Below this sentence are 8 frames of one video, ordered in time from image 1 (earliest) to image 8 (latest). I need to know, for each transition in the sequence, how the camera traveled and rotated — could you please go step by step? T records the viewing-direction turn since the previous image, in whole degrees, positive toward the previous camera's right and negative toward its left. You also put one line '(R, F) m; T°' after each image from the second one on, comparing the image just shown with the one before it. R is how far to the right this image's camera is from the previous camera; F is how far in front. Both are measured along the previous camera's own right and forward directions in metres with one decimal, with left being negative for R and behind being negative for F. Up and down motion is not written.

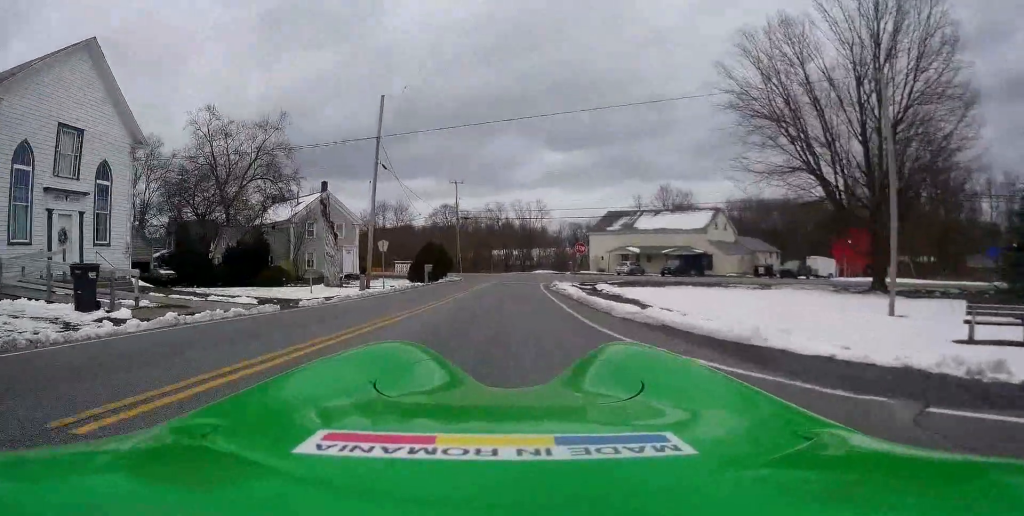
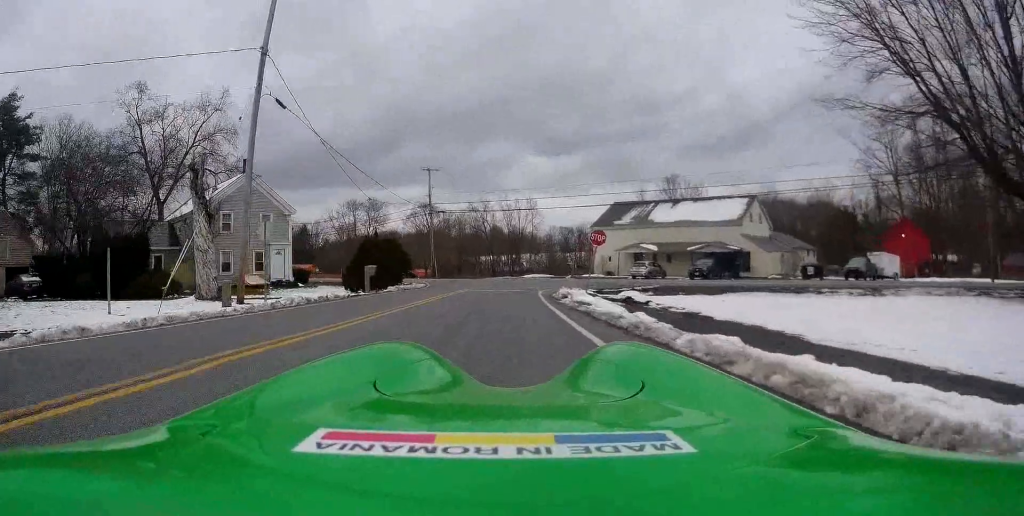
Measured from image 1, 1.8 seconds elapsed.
(-0.1, +13.8) m; 0°
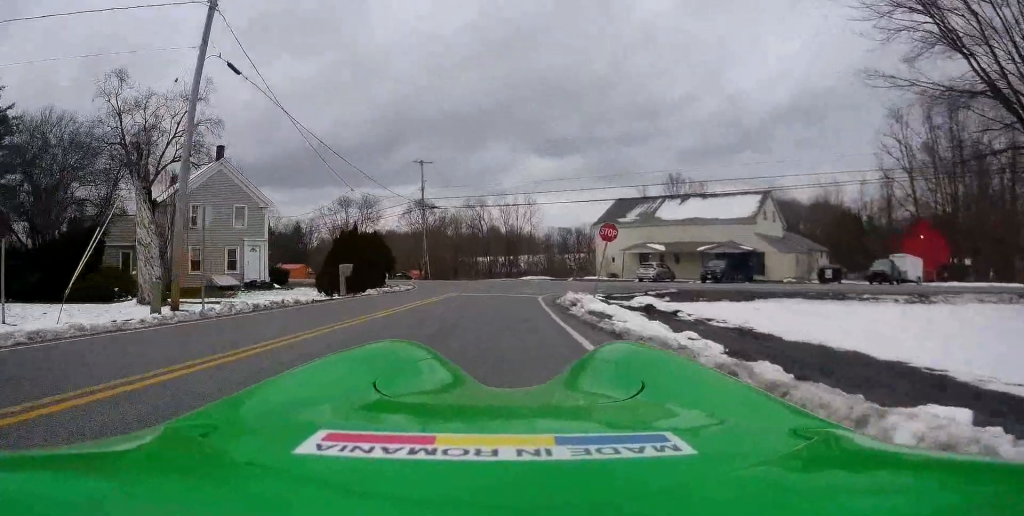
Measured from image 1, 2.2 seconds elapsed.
(+0.3, +3.6) m; 0°
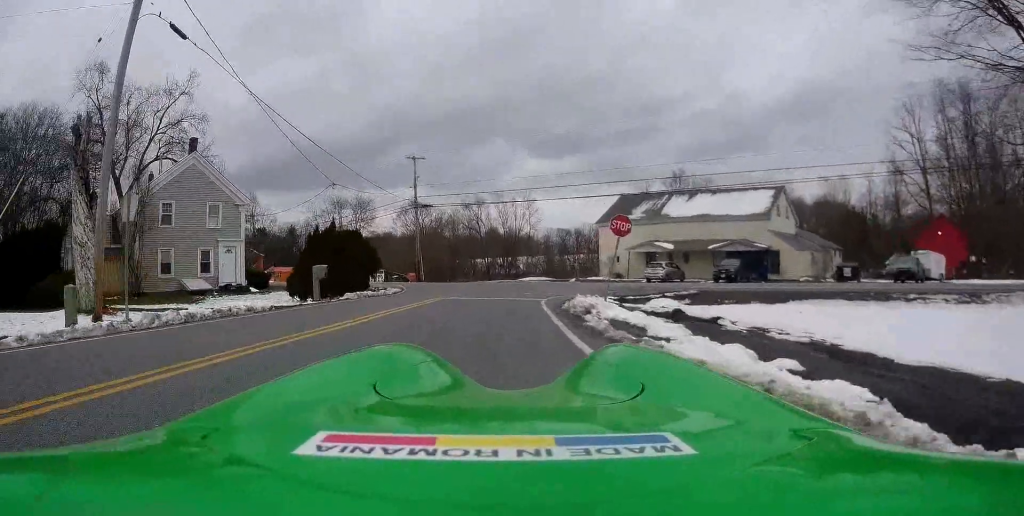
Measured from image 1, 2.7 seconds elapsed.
(+0.2, +3.3) m; 0°
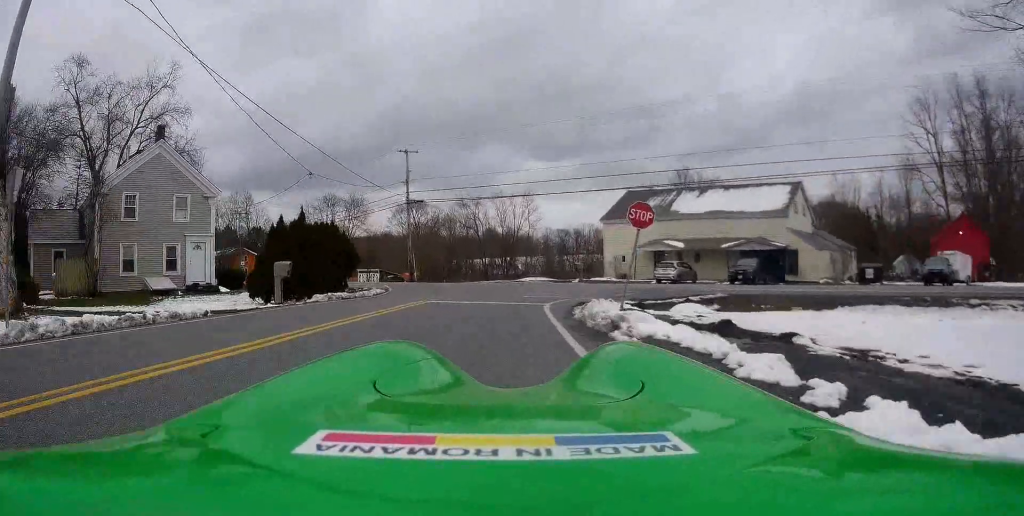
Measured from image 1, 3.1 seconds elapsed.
(-0.2, +3.4) m; -2°
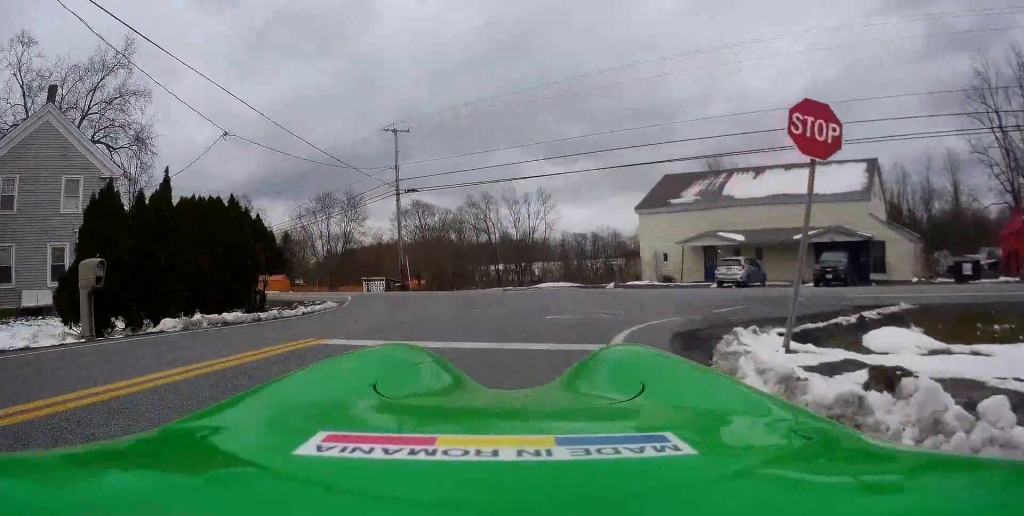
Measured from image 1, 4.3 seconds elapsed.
(-0.4, +9.9) m; -2°
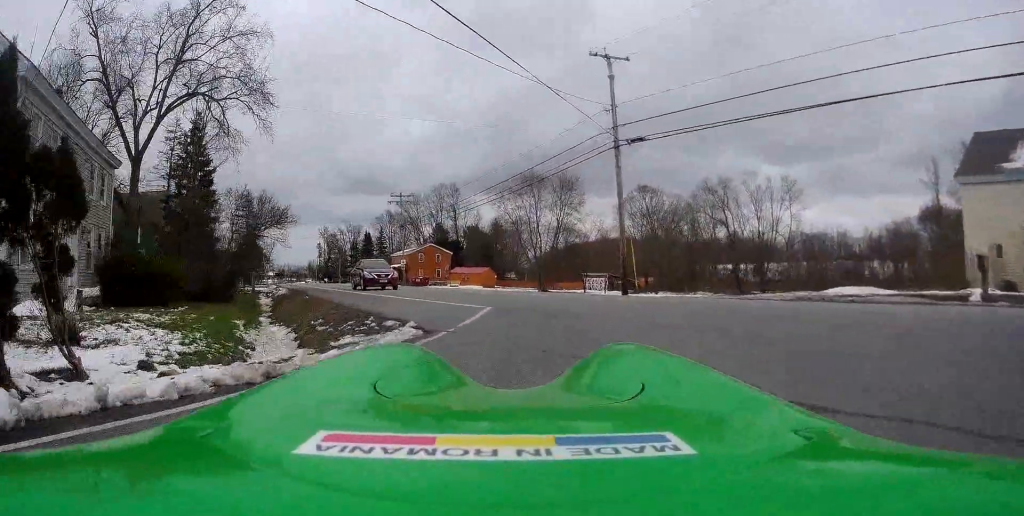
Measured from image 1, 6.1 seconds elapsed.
(-2.1, +12.6) m; -26°
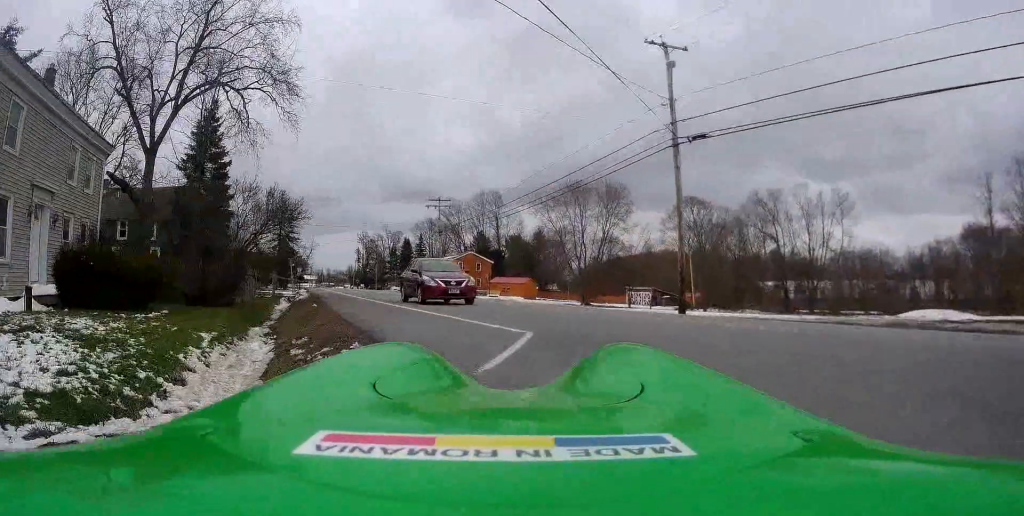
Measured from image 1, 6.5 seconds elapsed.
(-1.1, +2.2) m; -4°
